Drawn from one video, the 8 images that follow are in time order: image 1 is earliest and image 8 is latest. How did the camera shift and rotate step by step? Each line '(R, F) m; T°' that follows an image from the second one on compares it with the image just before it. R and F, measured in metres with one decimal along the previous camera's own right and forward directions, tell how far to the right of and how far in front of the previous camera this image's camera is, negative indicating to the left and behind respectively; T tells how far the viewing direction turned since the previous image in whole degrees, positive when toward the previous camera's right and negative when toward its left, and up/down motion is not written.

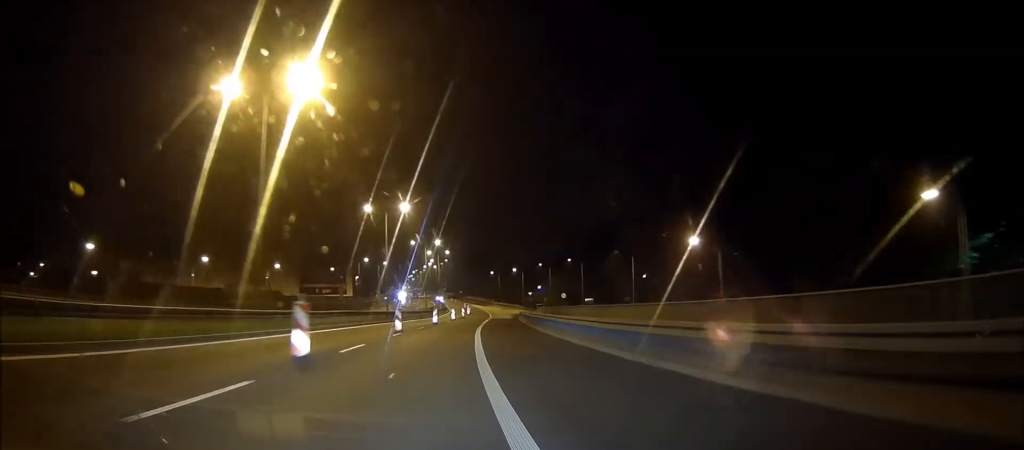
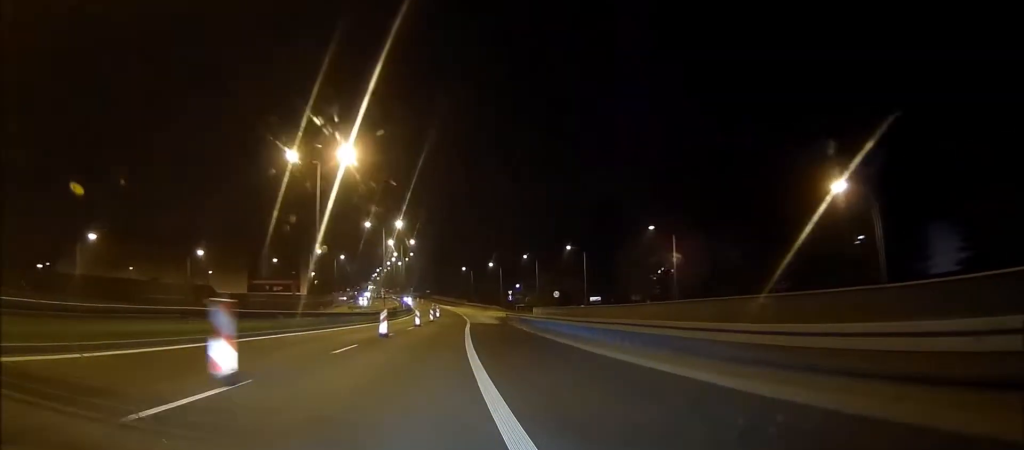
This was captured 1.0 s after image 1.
(+0.1, +23.9) m; +1°
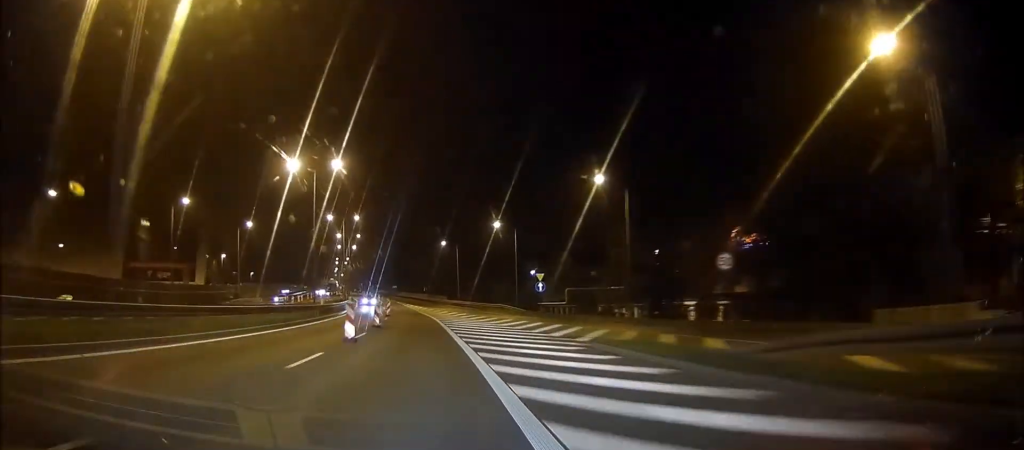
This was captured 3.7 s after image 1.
(-1.1, +65.7) m; -4°
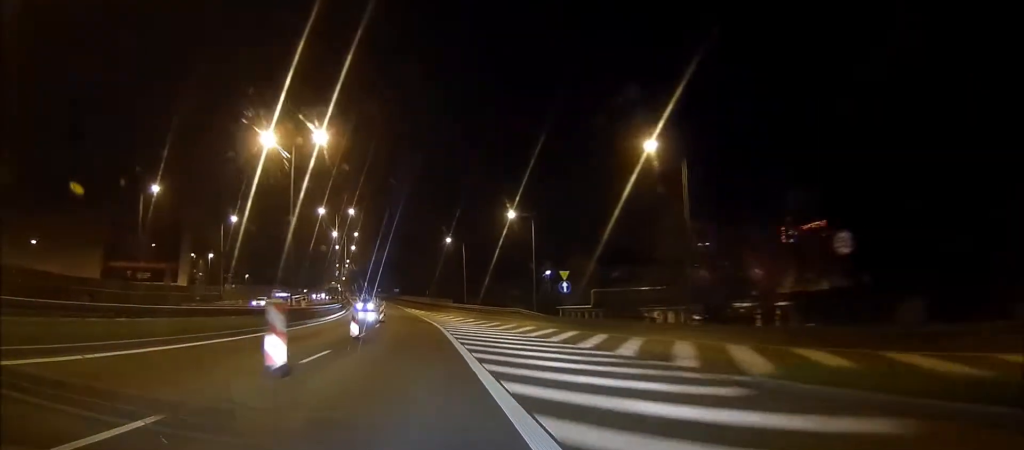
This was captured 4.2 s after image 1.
(-0.1, +10.4) m; -1°
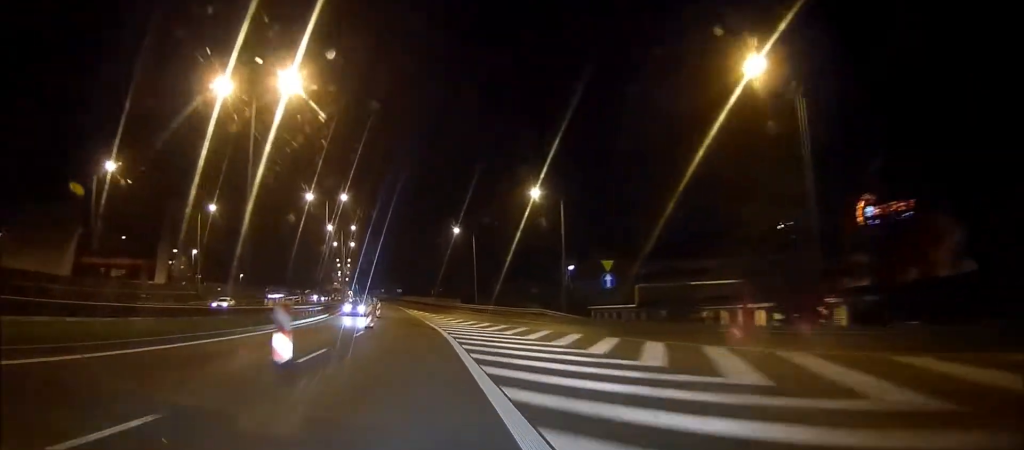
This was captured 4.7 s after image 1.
(-0.2, +12.1) m; -1°
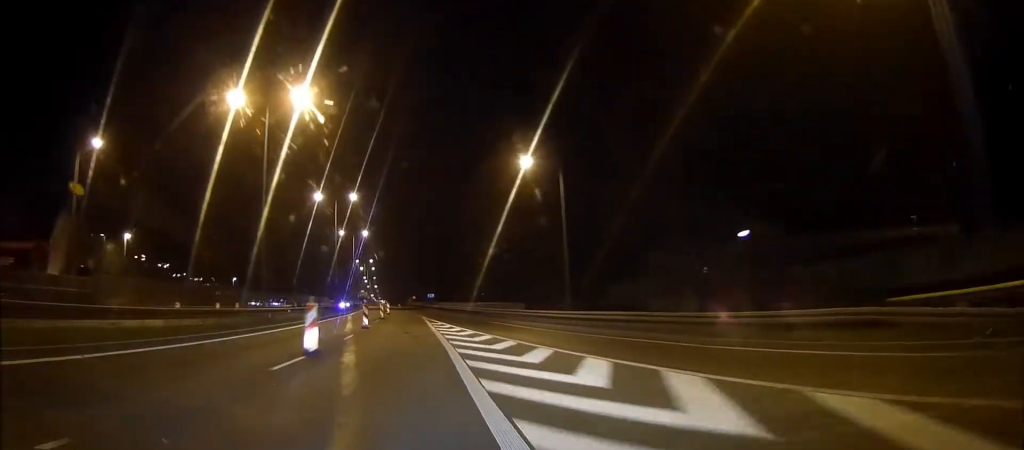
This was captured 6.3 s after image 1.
(-0.8, +38.6) m; -2°
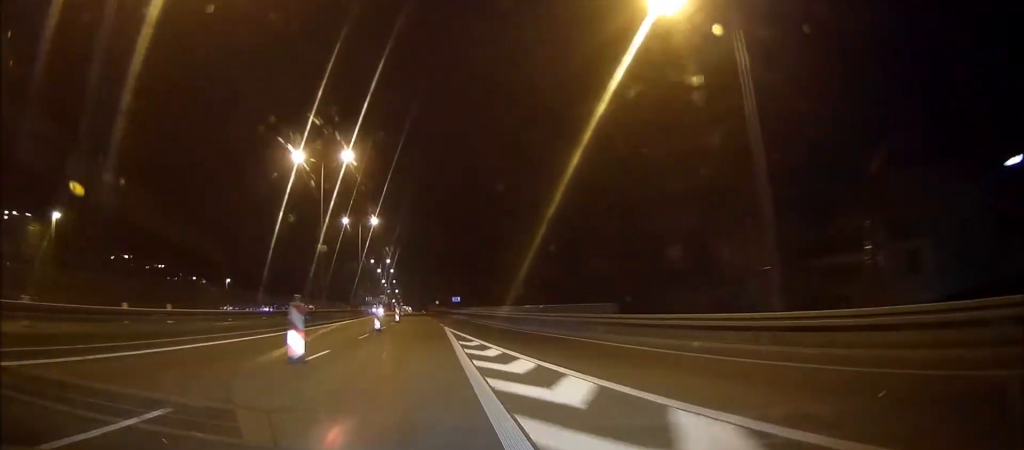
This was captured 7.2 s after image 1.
(-0.1, +21.7) m; -1°
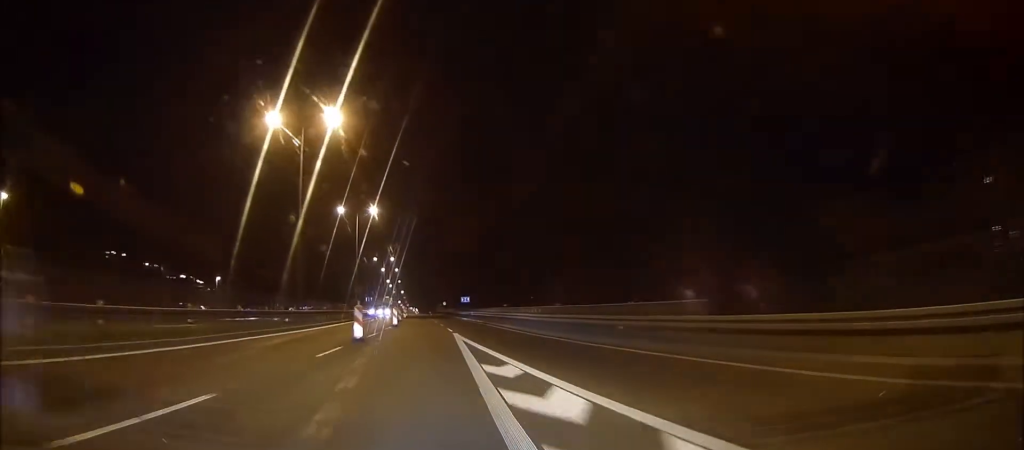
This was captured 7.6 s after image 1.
(-0.1, +10.5) m; 0°
